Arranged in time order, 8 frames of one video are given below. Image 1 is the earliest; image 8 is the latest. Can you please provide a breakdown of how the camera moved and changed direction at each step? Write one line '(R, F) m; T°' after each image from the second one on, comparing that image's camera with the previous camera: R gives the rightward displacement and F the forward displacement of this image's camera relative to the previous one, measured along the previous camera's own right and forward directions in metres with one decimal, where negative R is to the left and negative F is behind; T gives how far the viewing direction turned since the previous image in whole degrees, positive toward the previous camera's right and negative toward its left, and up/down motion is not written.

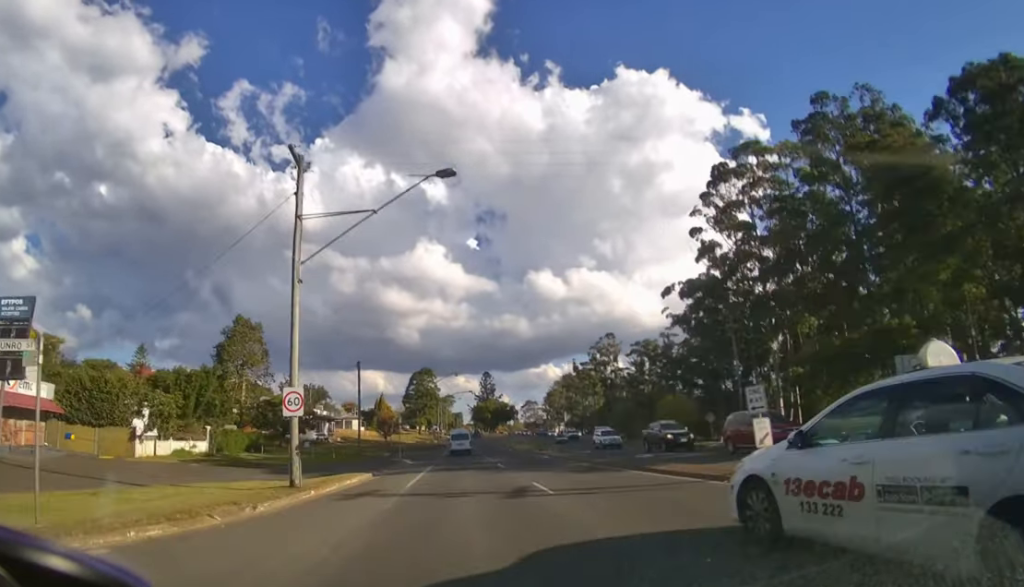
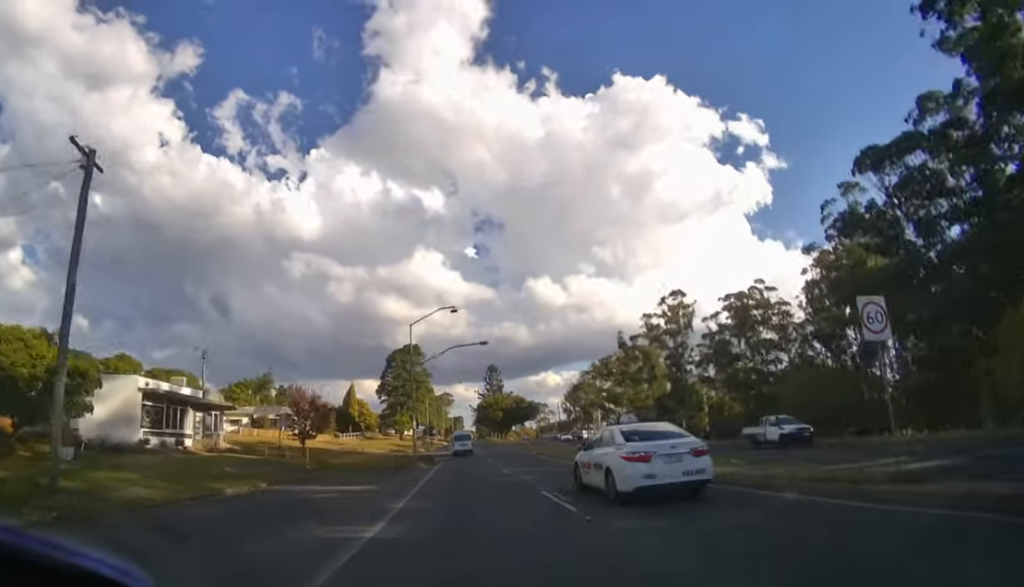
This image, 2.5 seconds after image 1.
(-0.3, +36.2) m; -1°
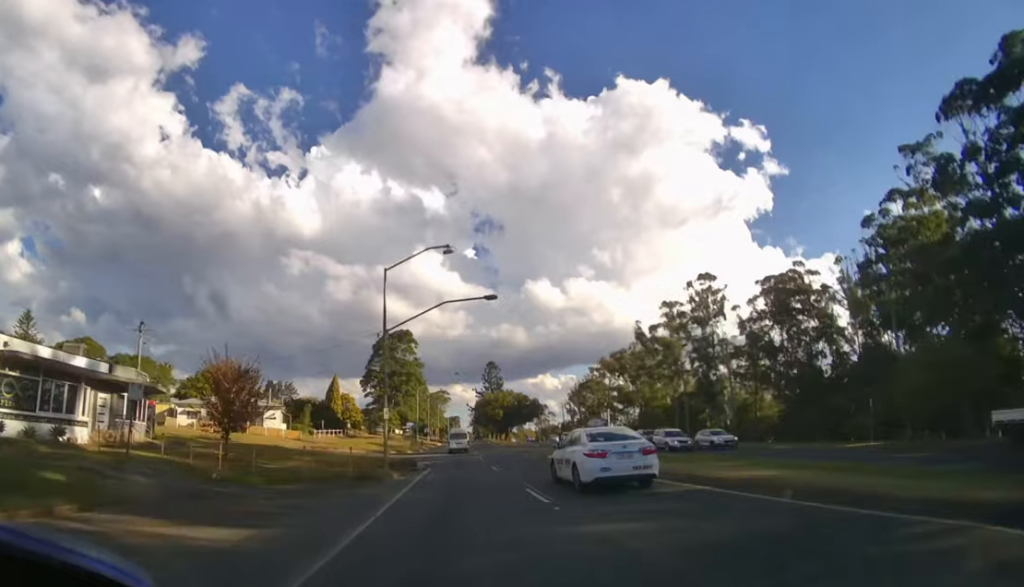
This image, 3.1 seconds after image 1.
(0.0, +10.3) m; 0°
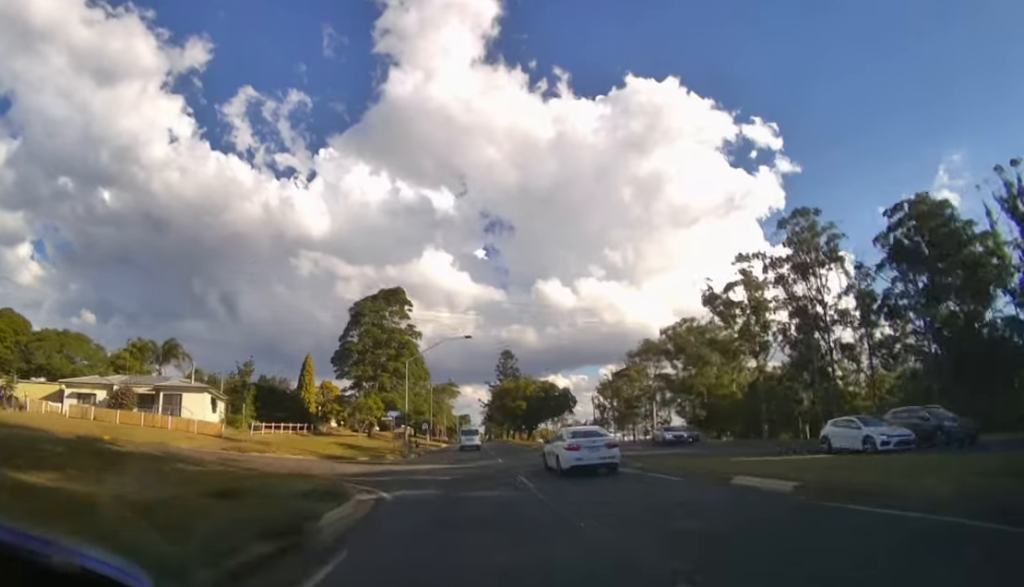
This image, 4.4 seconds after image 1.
(0.0, +21.1) m; 0°
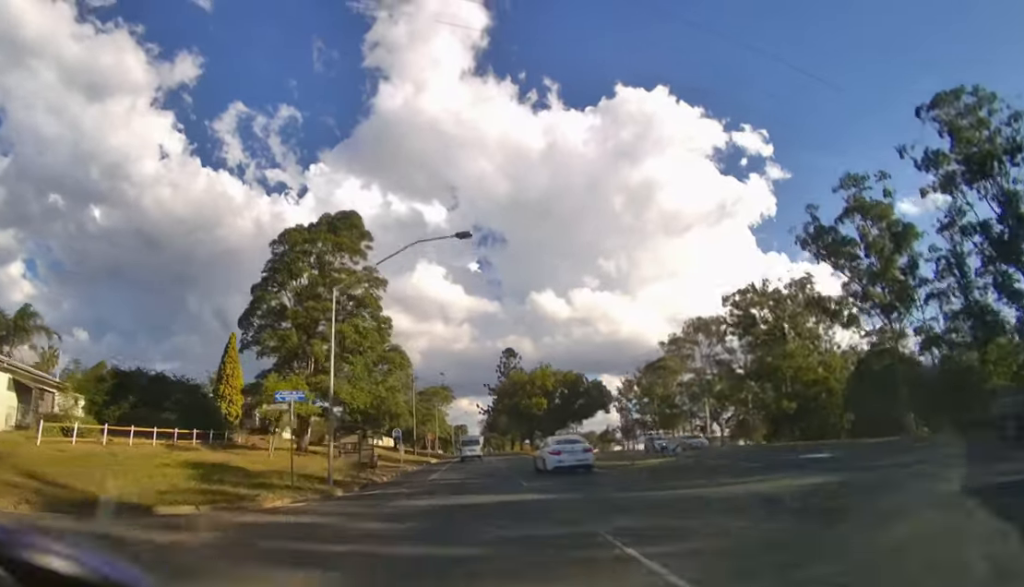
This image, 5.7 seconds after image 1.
(0.0, +22.0) m; 0°
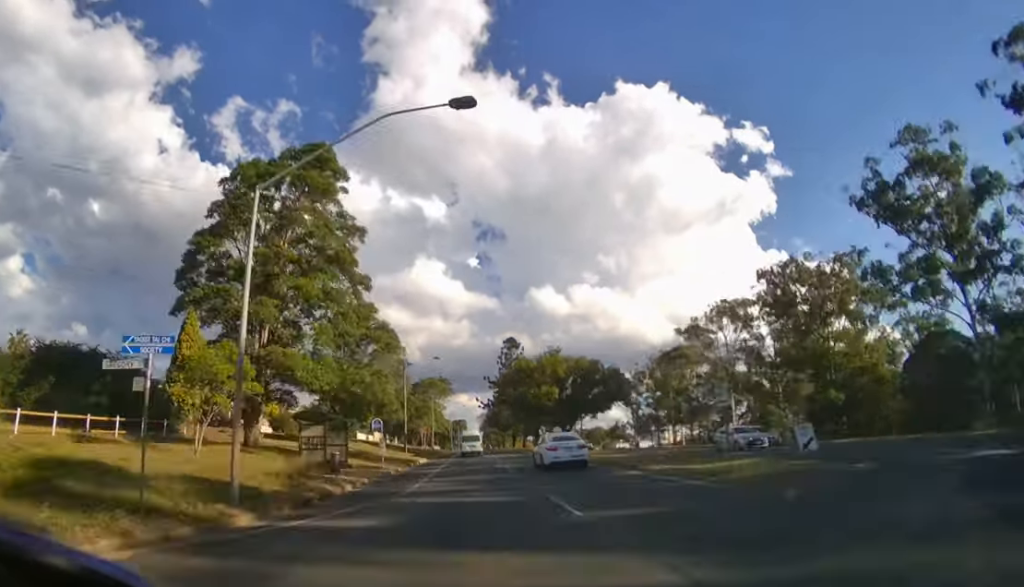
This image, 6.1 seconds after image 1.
(0.0, +7.9) m; 0°
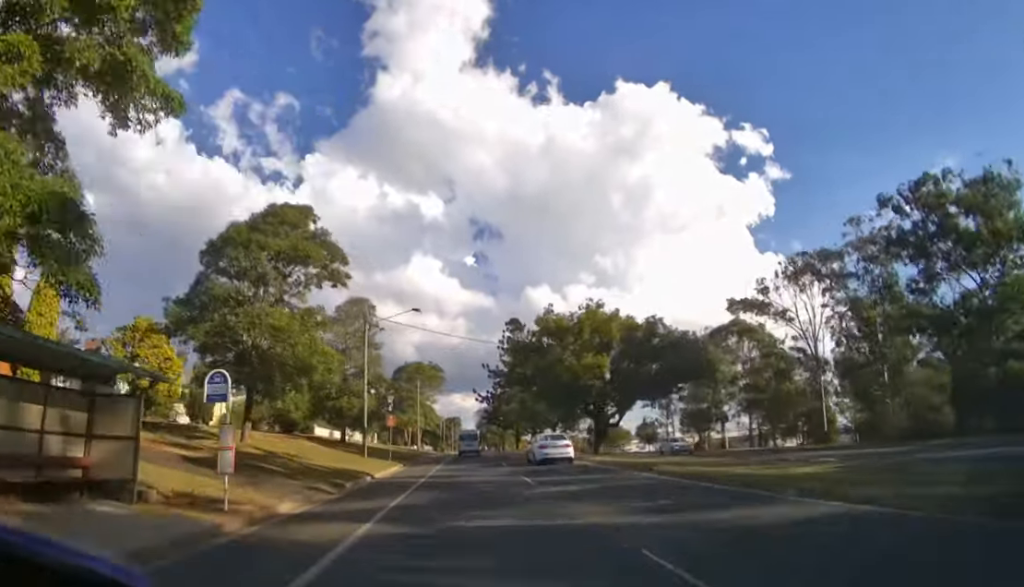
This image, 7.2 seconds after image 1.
(+0.1, +20.5) m; +1°
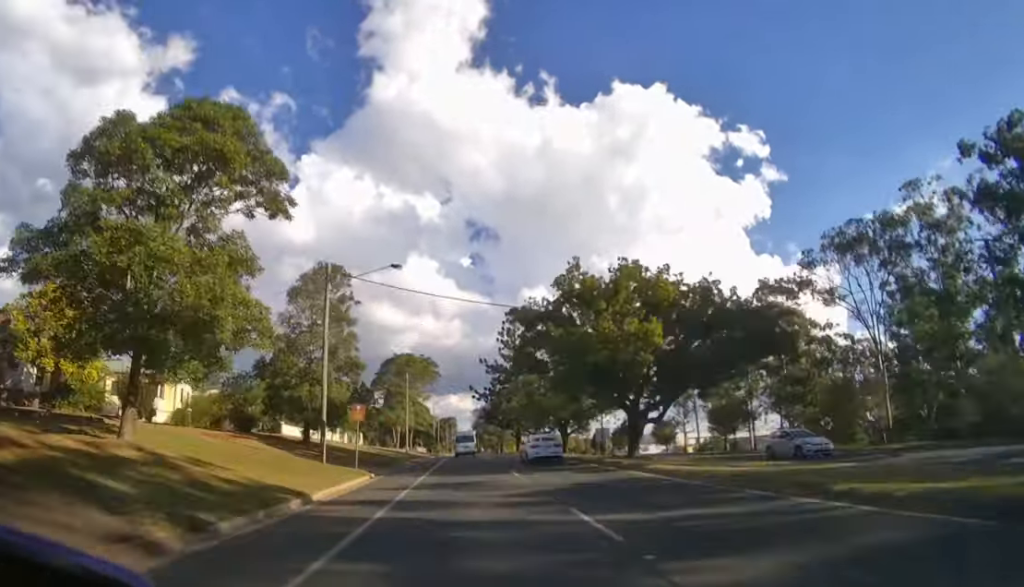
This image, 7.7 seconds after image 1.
(0.0, +9.5) m; 0°
